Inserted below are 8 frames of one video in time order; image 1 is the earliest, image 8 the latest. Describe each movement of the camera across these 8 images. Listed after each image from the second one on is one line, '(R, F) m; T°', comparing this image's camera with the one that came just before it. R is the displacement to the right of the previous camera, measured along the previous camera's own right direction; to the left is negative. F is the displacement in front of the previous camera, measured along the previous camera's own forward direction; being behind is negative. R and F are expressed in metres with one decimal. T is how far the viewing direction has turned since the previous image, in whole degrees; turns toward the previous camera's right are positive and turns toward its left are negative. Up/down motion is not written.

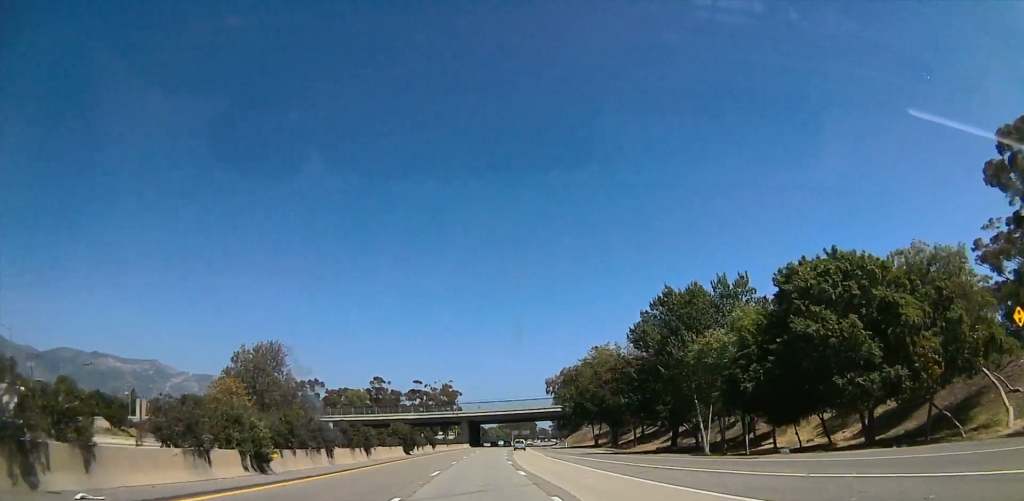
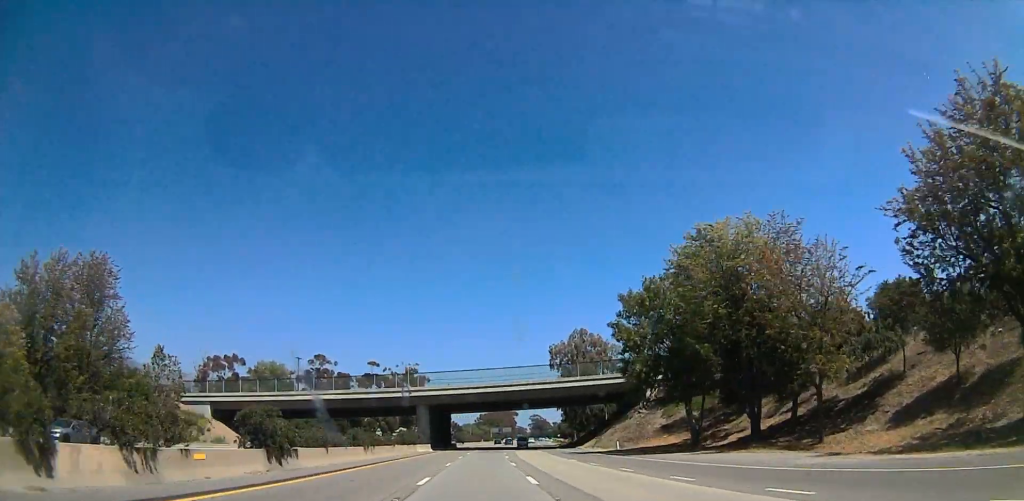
(+7.4, +64.2) m; +9°
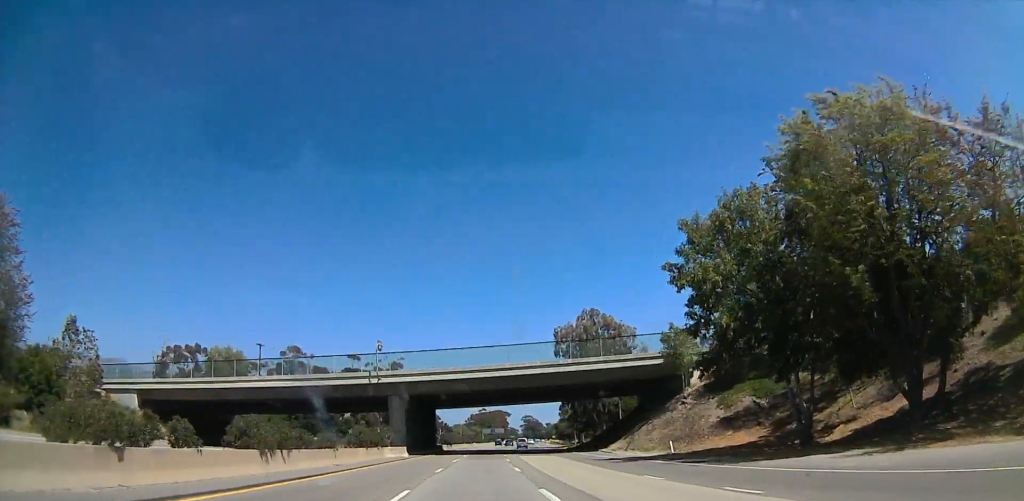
(-0.3, +23.1) m; -1°
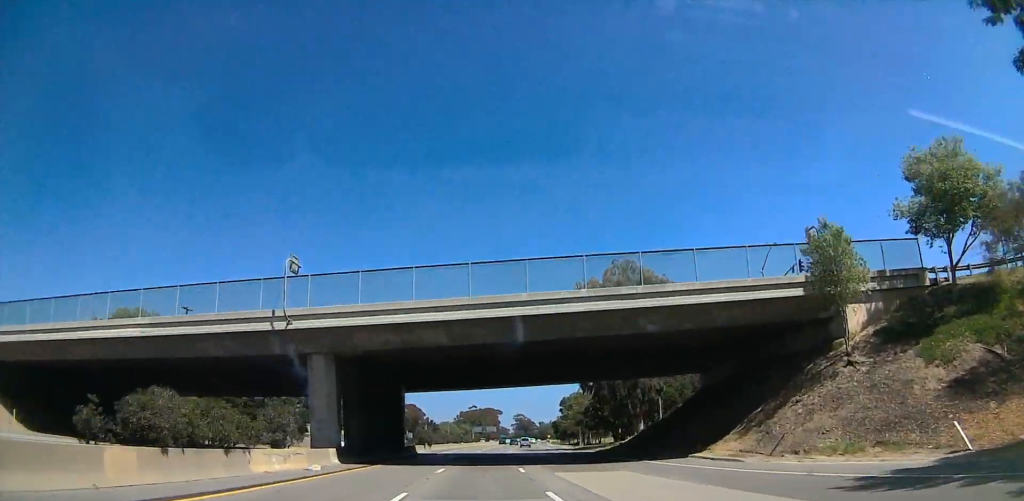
(-0.1, +33.7) m; +1°
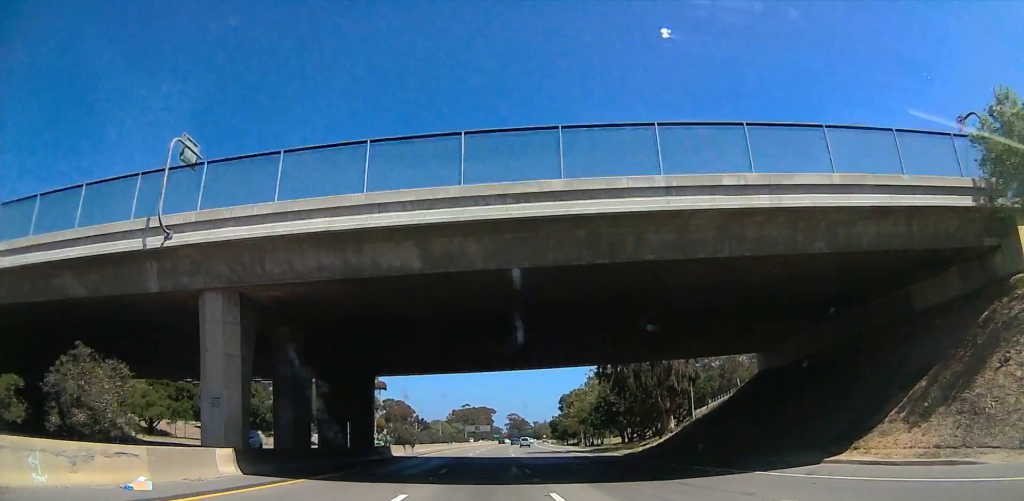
(-0.2, +16.8) m; +1°
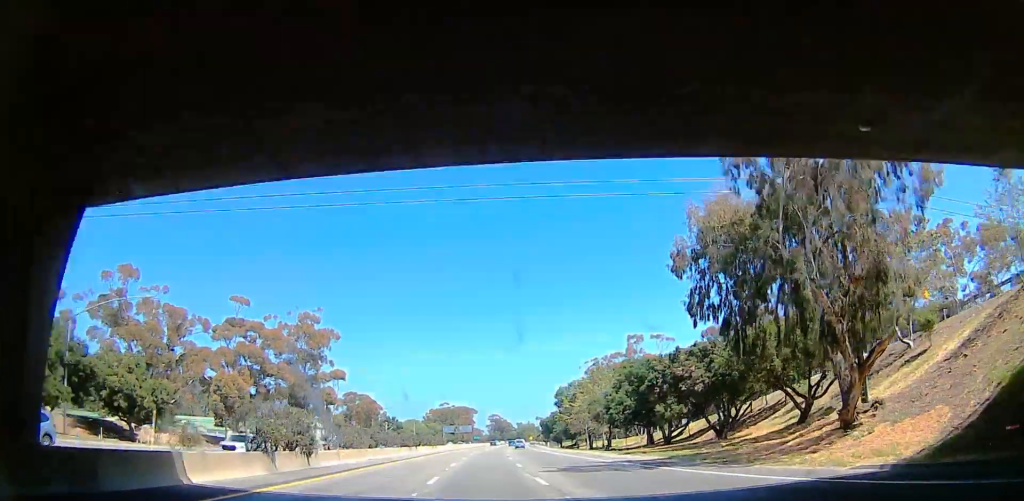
(+1.4, +39.6) m; +2°
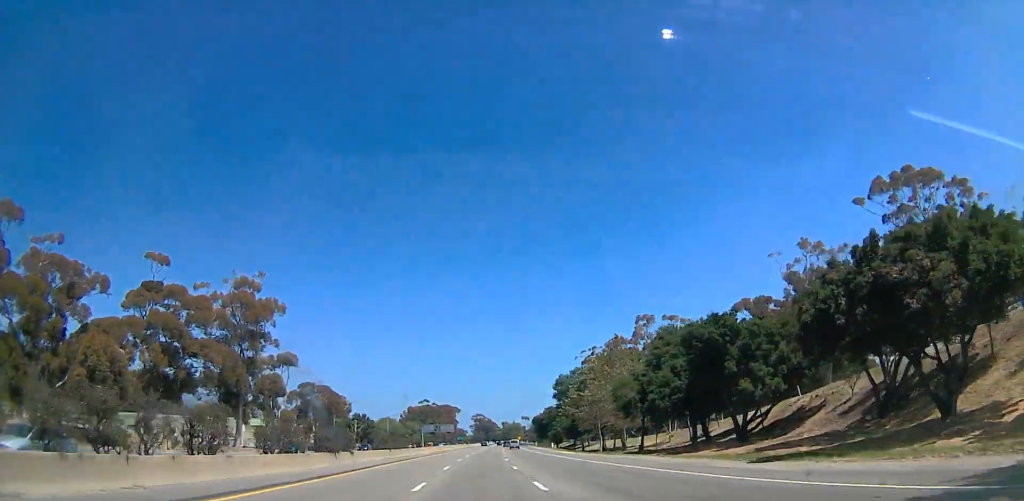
(0.0, +34.4) m; 0°
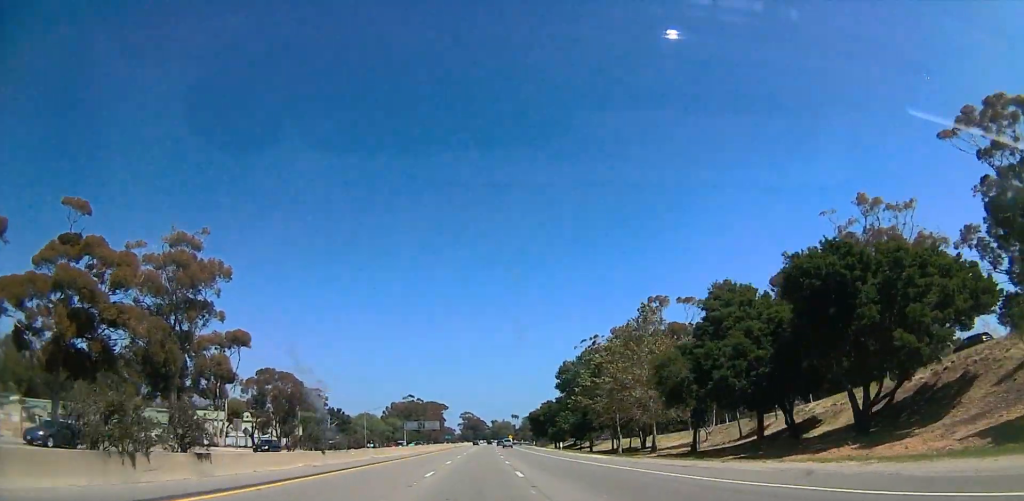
(0.0, +25.2) m; +1°
